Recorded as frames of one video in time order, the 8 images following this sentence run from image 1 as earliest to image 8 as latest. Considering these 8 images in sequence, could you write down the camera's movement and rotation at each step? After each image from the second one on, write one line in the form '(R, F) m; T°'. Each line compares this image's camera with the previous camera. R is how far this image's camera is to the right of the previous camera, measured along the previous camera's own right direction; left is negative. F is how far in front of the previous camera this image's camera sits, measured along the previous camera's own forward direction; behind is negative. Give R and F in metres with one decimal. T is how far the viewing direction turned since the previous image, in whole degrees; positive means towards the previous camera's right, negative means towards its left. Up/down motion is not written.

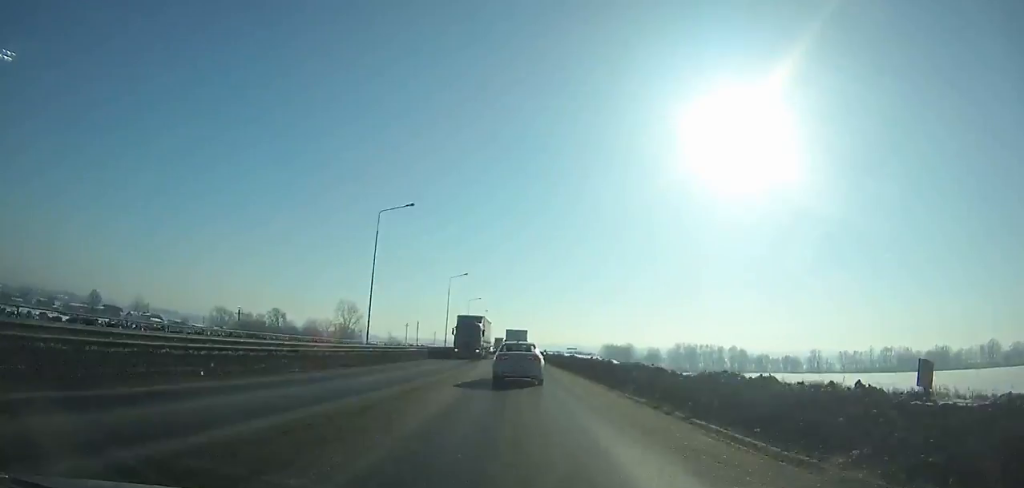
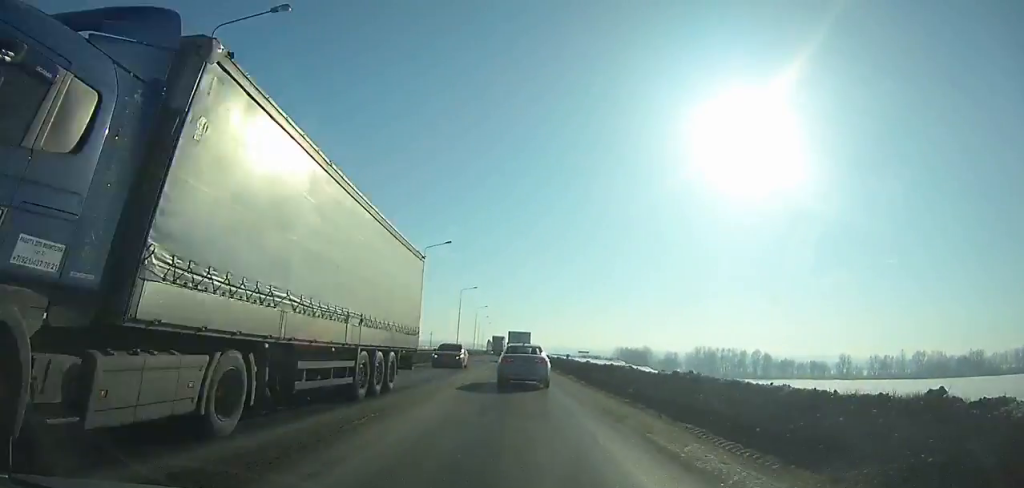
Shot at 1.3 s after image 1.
(-0.1, +25.9) m; 0°
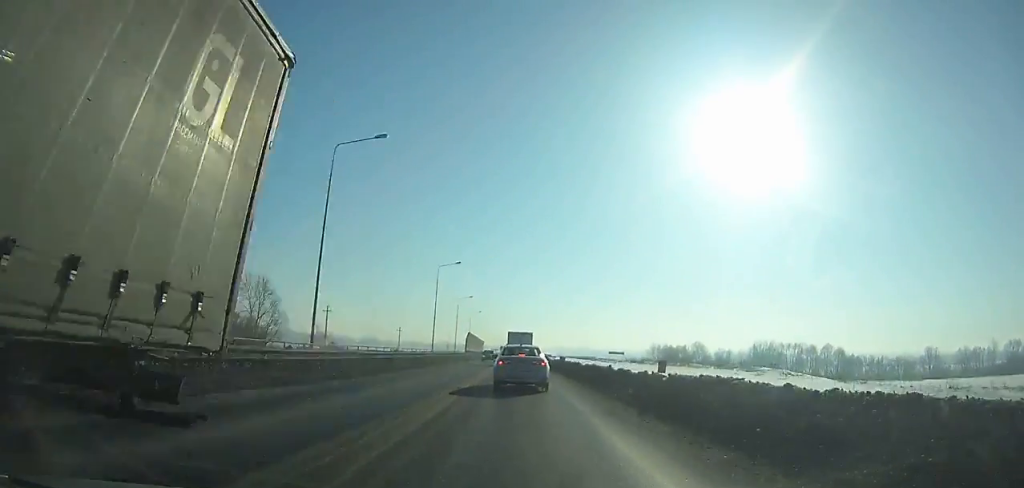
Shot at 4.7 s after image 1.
(-0.3, +64.8) m; 0°
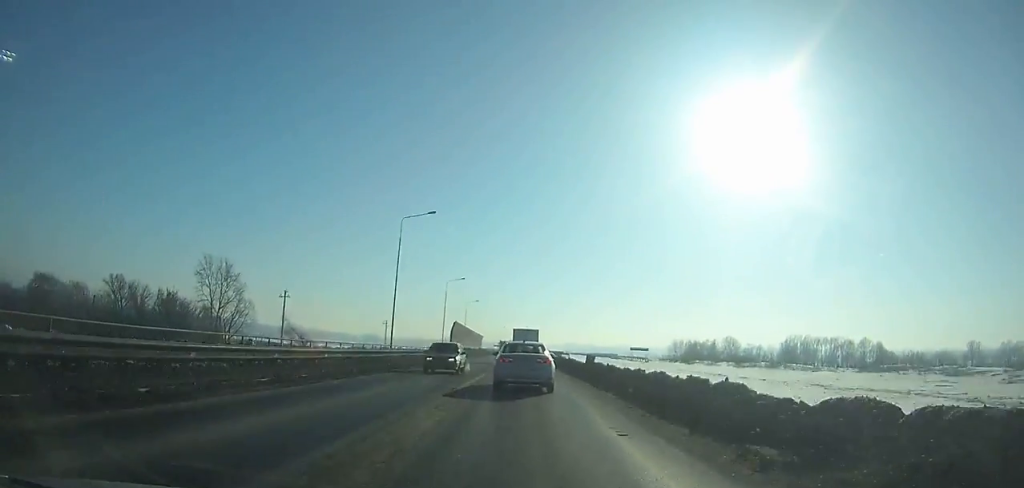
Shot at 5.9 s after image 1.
(-0.1, +21.7) m; 0°
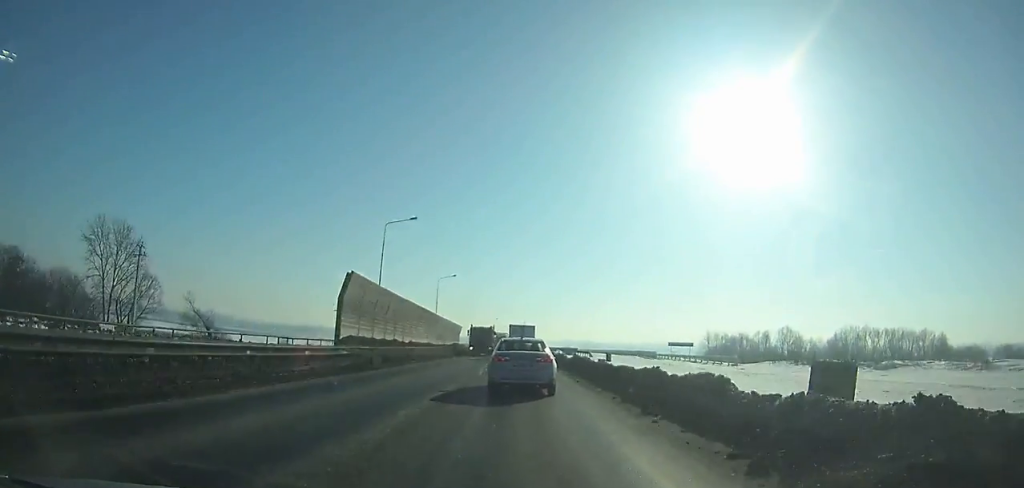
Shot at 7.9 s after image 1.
(0.0, +35.2) m; 0°
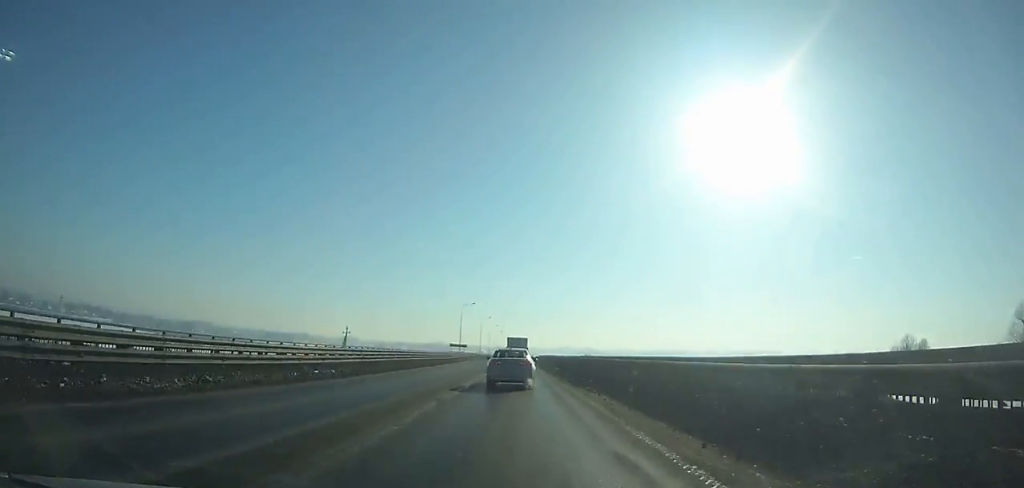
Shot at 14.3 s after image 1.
(+0.3, +105.3) m; 0°
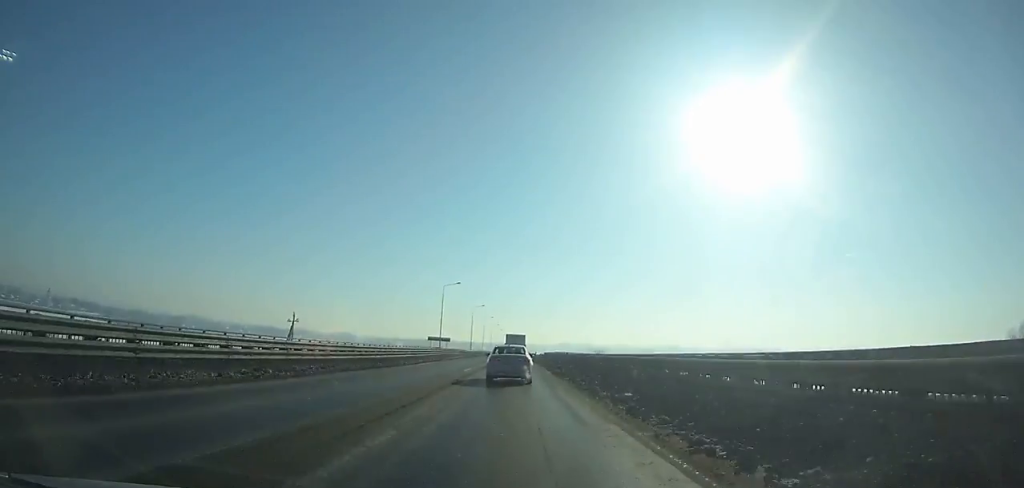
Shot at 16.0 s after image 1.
(+0.1, +27.8) m; 0°
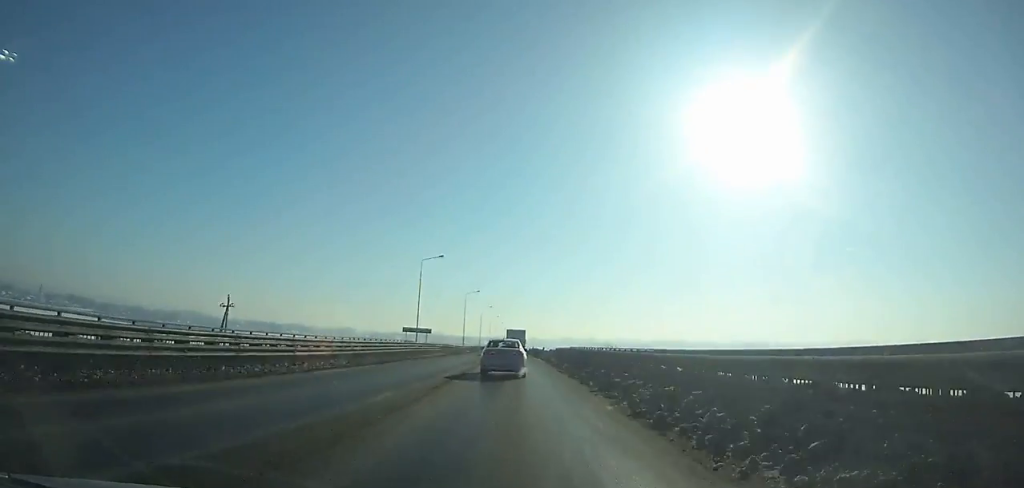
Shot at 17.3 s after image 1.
(0.0, +21.8) m; 0°
